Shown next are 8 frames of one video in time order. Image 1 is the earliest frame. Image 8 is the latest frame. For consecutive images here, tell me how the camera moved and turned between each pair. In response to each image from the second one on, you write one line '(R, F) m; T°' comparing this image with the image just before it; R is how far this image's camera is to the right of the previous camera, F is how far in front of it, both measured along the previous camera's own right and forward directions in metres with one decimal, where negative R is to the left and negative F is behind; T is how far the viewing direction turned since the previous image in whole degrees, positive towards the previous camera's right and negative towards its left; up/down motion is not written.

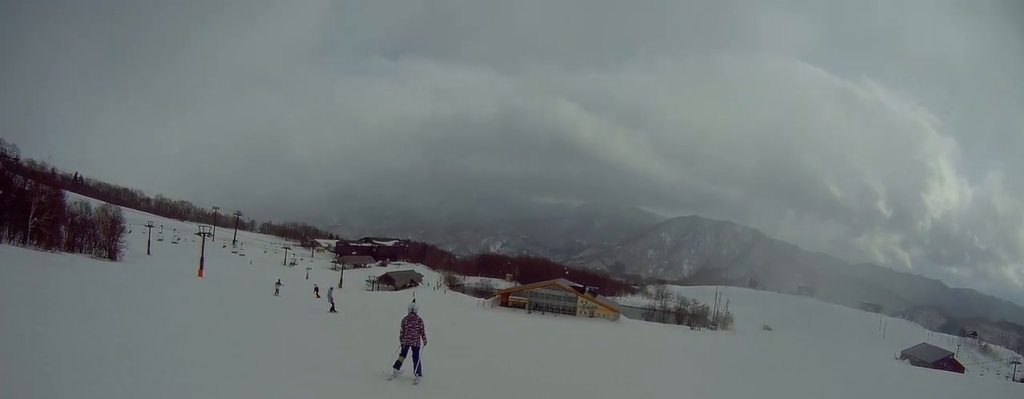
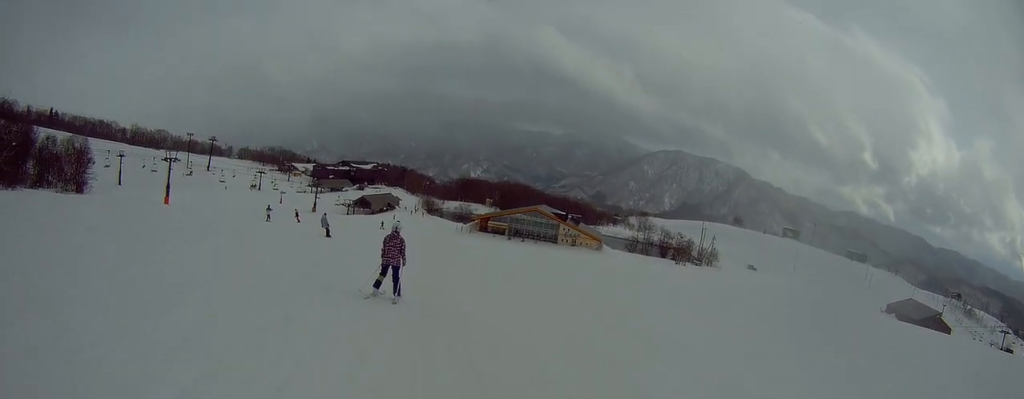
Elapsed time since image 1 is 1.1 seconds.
(+0.1, +5.9) m; +1°
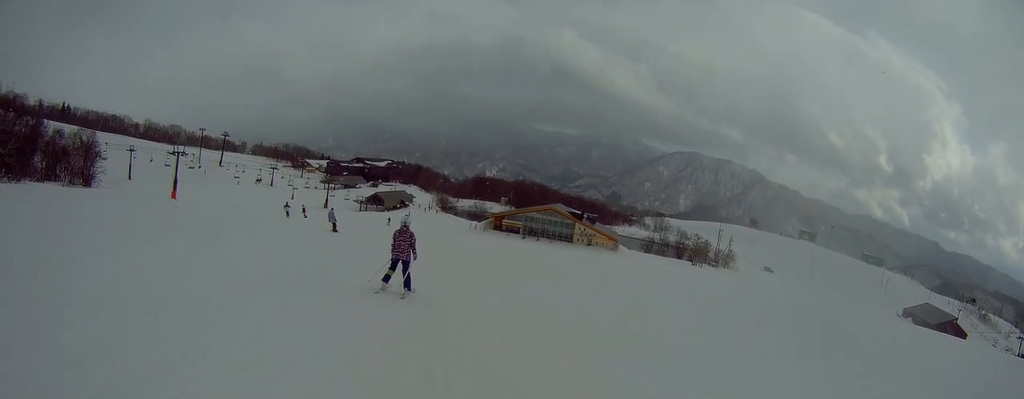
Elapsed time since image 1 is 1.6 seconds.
(0.0, +2.5) m; 0°
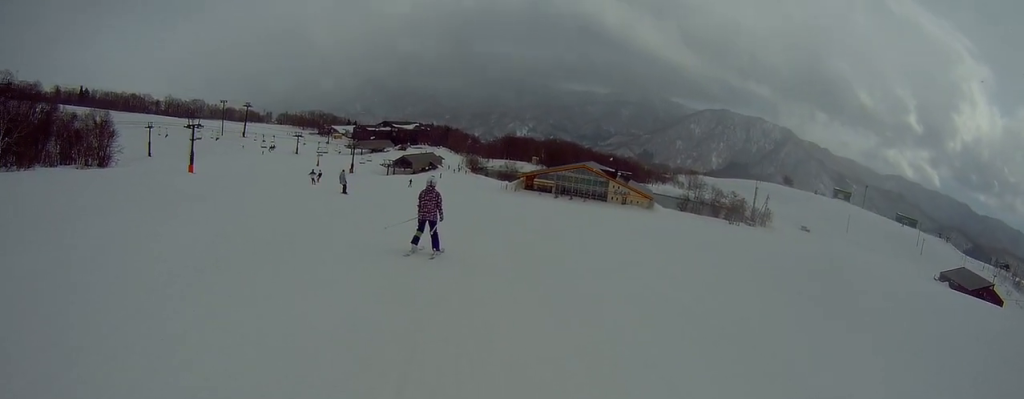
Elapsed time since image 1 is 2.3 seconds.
(0.0, +3.8) m; 0°
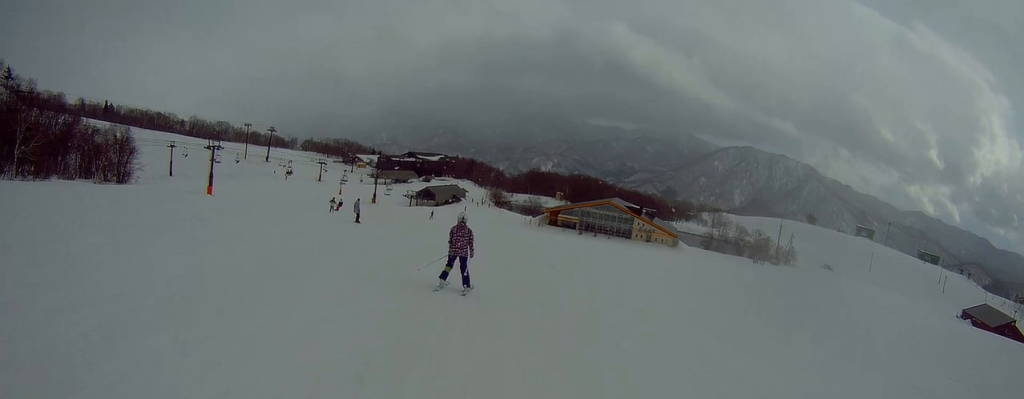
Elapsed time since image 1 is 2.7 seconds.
(0.0, +2.3) m; 0°
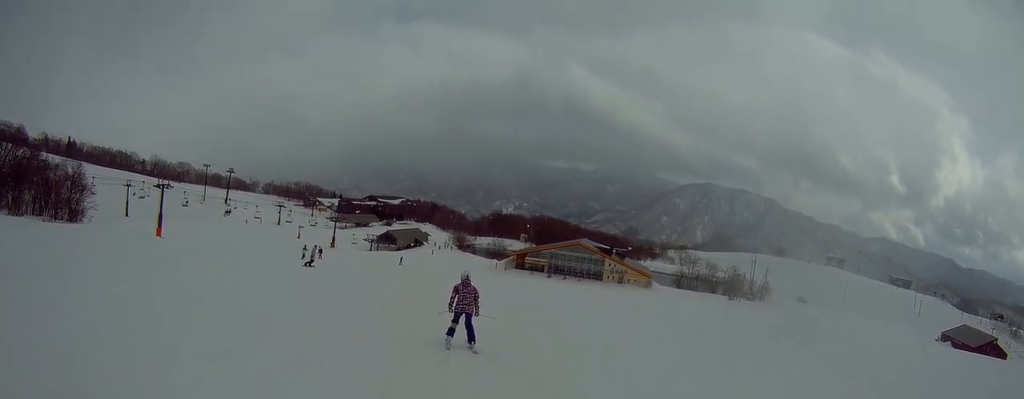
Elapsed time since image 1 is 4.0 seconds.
(0.0, +7.3) m; 0°
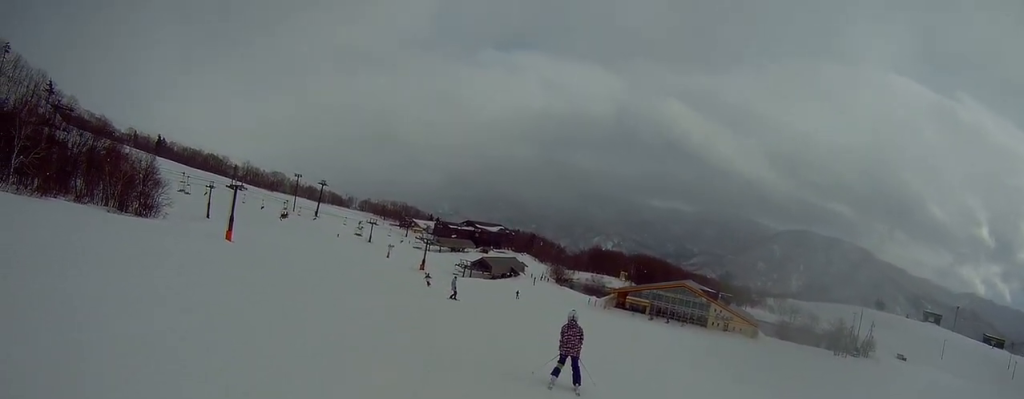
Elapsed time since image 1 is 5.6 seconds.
(0.0, +9.7) m; -3°
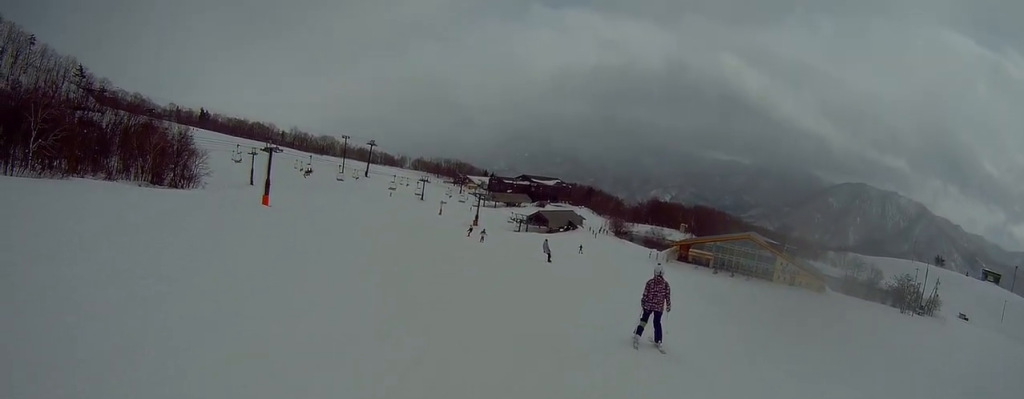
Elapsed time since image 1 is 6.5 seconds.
(-0.2, +5.9) m; -12°
